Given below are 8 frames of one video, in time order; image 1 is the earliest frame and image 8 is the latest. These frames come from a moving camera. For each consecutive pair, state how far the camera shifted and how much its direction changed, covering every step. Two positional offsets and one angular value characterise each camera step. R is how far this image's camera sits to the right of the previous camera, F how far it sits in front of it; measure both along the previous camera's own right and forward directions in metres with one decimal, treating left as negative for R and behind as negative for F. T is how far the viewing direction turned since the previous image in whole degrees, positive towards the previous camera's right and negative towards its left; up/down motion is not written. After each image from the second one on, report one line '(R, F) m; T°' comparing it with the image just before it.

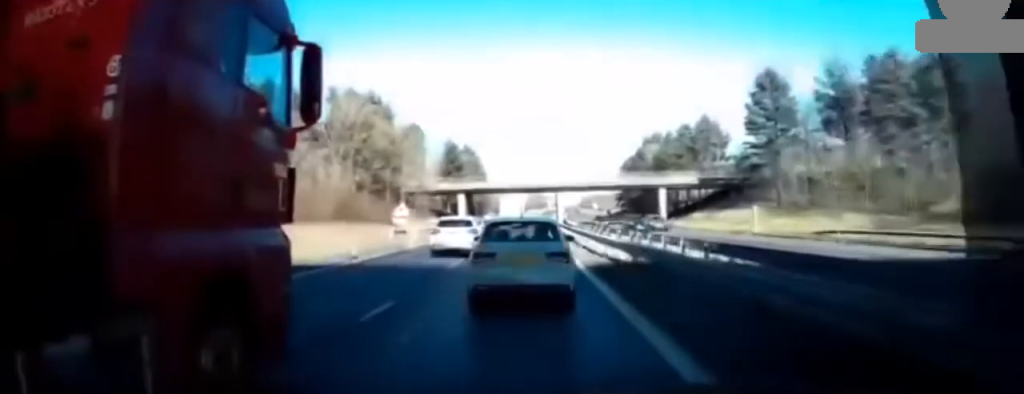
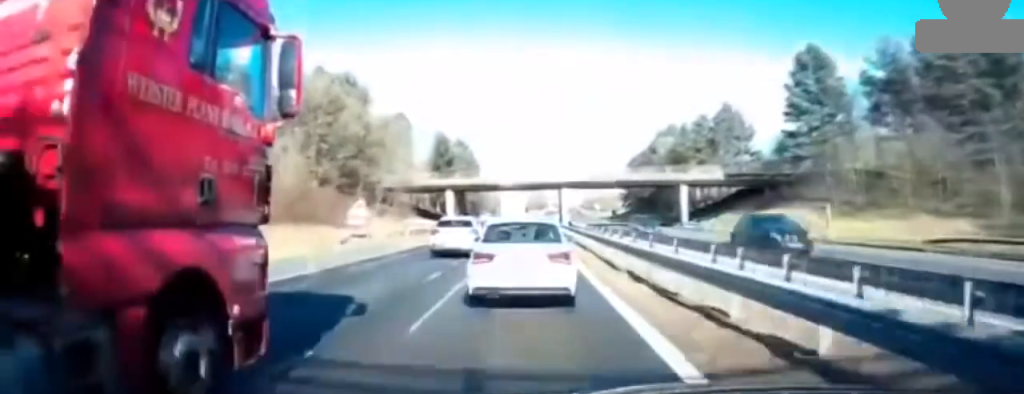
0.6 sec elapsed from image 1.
(-0.1, +12.0) m; 0°
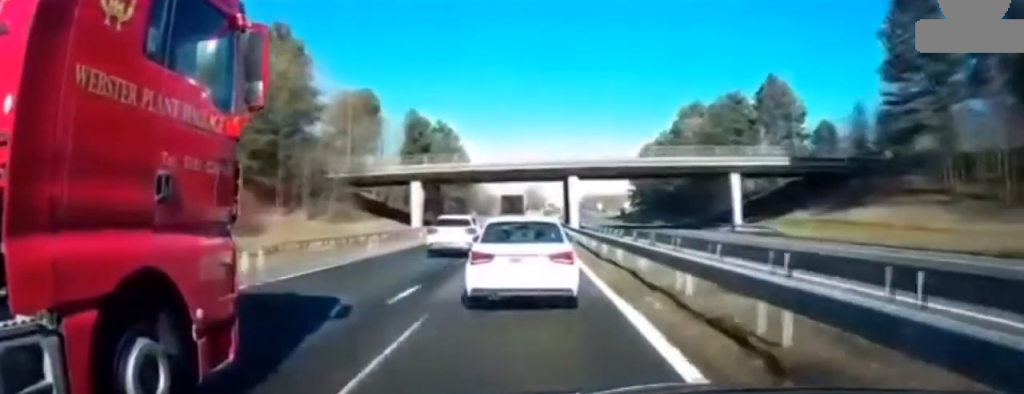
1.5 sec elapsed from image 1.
(-0.1, +19.9) m; +1°
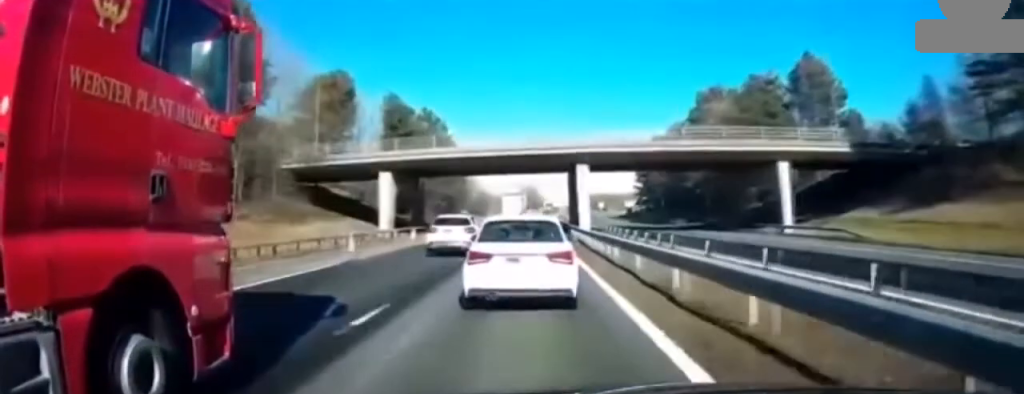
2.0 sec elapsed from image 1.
(0.0, +11.2) m; 0°
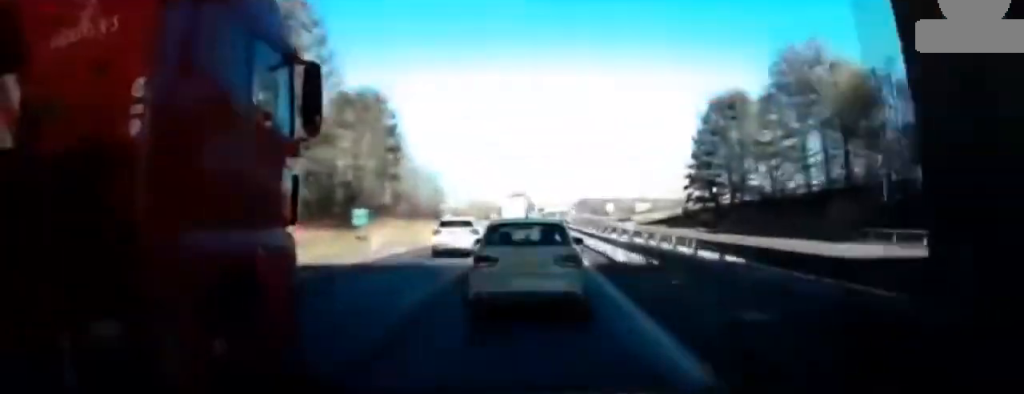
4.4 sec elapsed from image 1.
(-0.2, +51.1) m; +1°
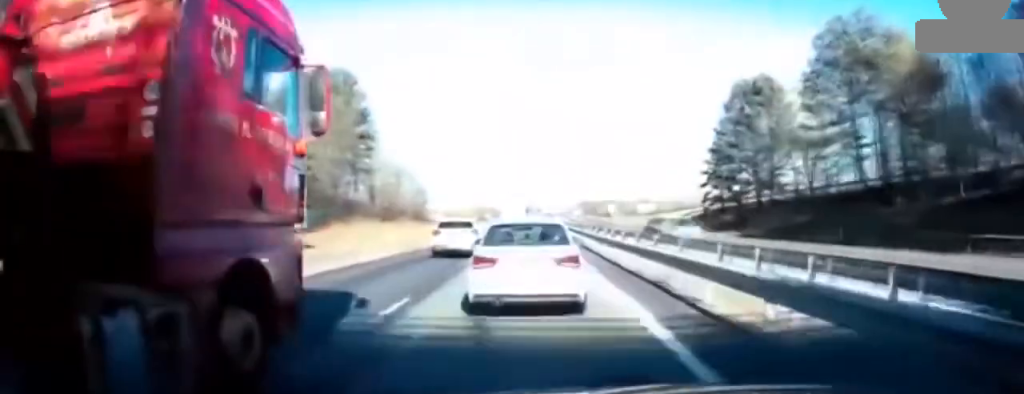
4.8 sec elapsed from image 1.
(+0.1, +10.3) m; +1°
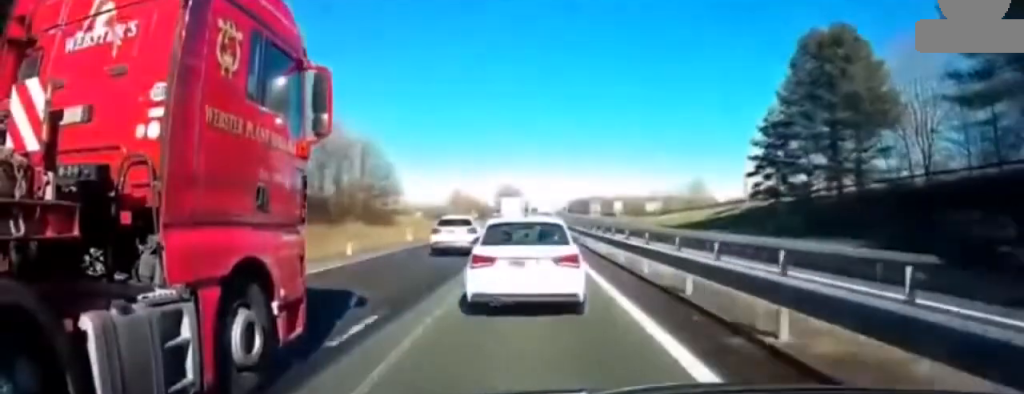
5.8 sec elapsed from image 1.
(0.0, +19.5) m; +1°
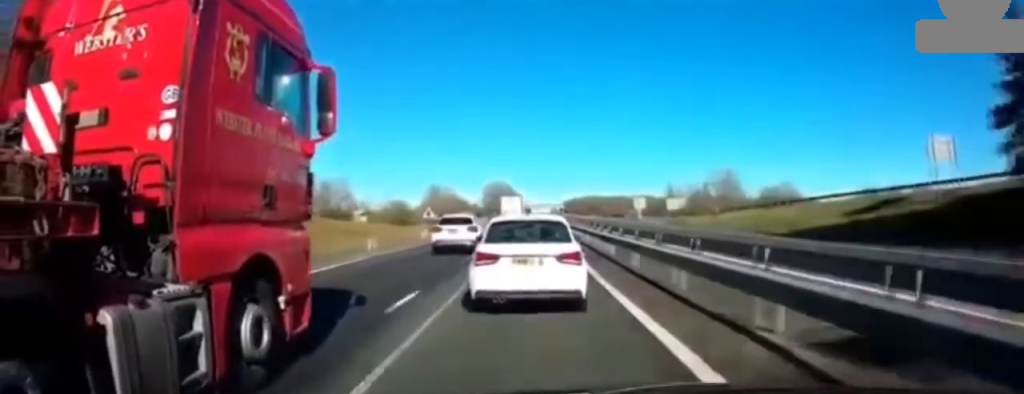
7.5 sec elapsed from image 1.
(0.0, +37.1) m; 0°
